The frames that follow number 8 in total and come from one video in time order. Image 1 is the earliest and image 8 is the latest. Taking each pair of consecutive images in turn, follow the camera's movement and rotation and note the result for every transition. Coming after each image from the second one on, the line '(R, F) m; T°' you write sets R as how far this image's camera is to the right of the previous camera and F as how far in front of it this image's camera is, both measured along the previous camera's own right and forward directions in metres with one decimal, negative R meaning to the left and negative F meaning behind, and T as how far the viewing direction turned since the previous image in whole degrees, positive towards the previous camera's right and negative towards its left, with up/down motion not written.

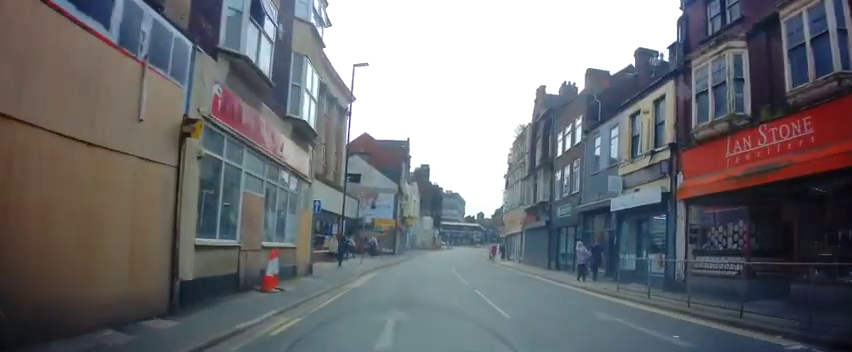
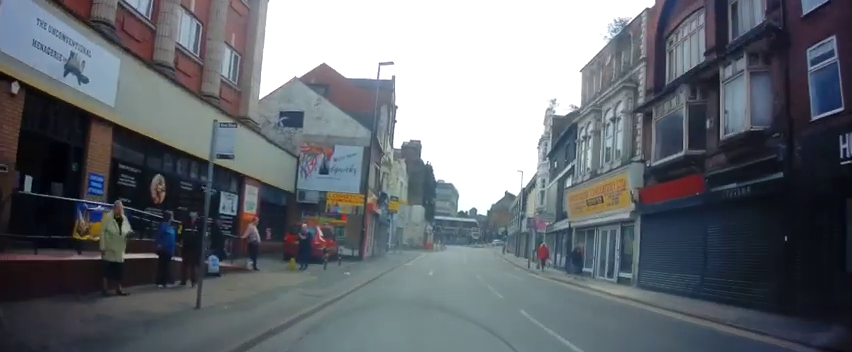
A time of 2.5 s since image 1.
(+0.4, +20.9) m; 0°
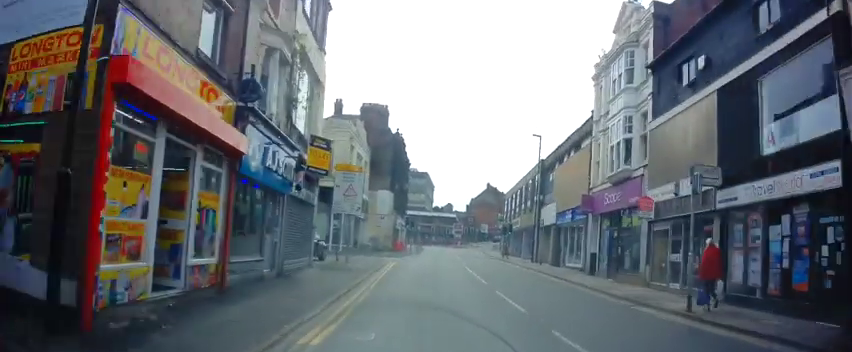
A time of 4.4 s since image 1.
(+0.6, +19.6) m; +5°
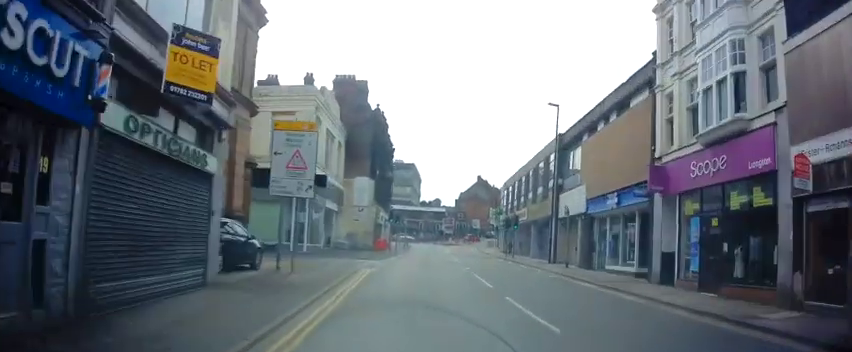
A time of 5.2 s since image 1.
(+0.2, +8.3) m; +2°
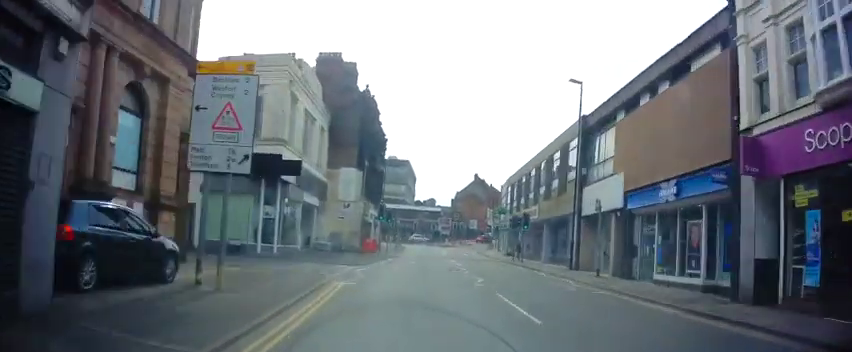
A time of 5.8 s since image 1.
(+0.1, +5.4) m; +1°
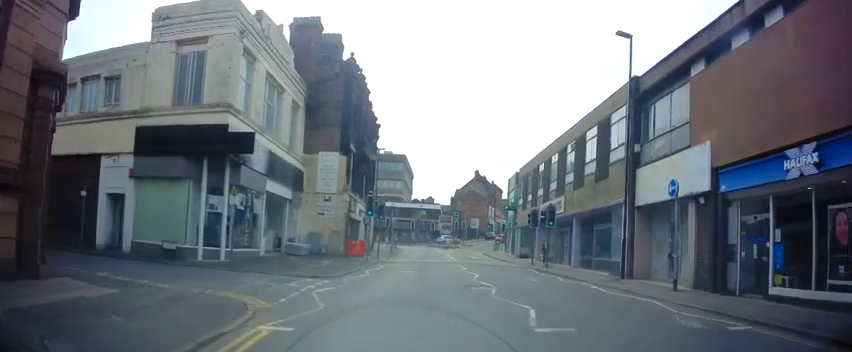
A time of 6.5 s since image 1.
(+0.1, +6.9) m; 0°
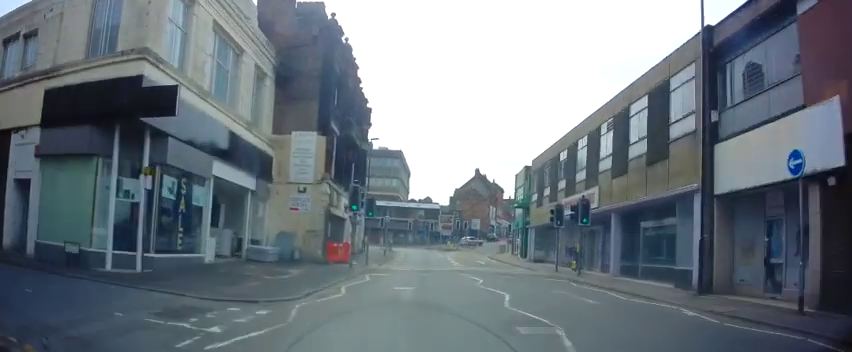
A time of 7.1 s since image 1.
(-0.1, +5.8) m; 0°
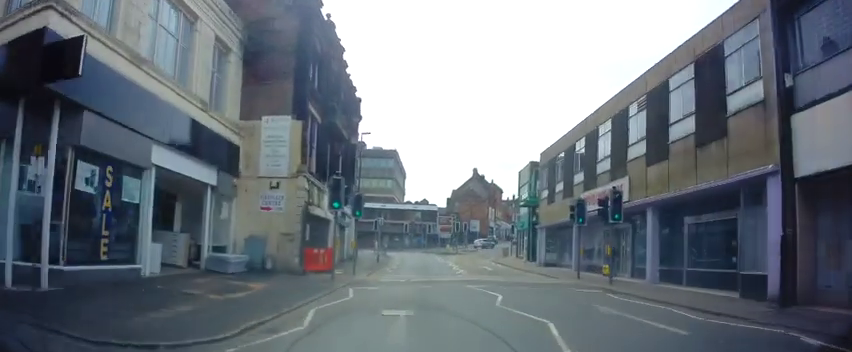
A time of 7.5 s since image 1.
(-0.1, +3.9) m; 0°
